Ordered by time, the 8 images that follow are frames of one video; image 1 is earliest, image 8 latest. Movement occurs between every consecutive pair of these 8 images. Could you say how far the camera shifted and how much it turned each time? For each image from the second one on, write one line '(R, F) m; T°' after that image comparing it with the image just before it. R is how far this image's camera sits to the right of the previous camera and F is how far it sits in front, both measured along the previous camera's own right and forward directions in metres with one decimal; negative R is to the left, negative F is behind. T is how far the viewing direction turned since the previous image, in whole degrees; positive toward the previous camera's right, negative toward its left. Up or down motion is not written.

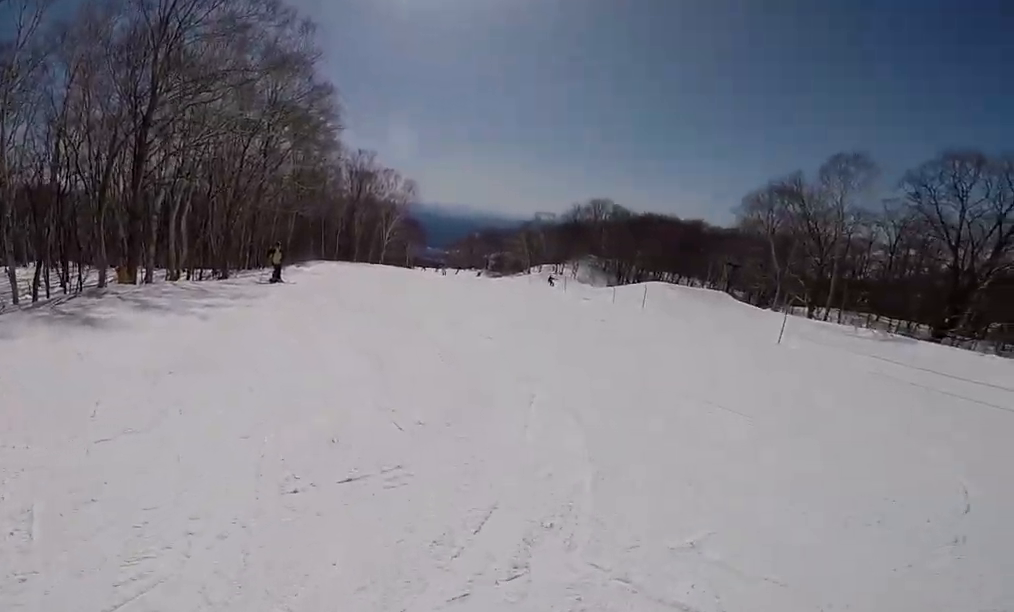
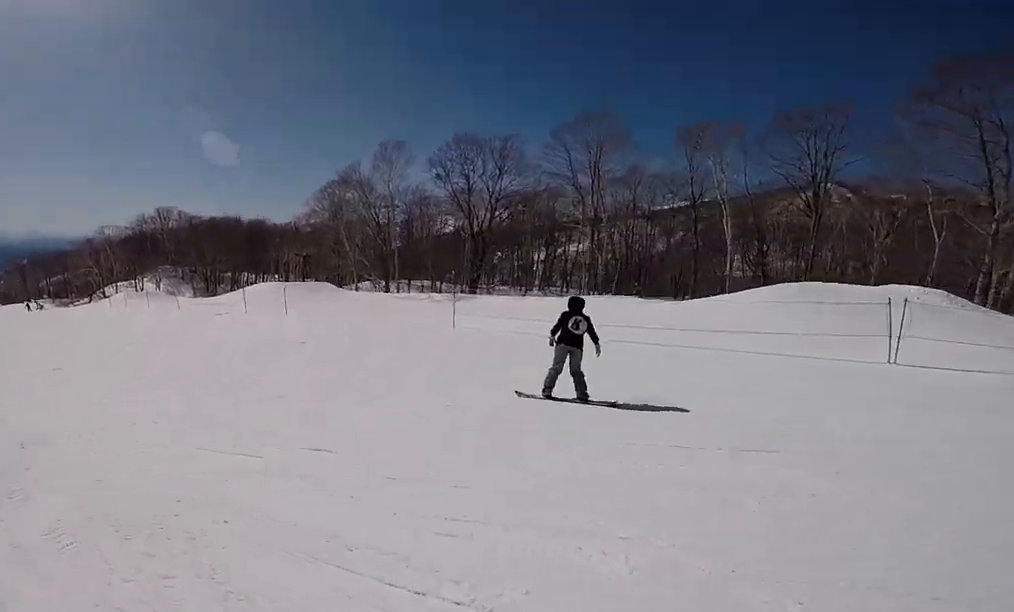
(+1.8, +6.0) m; +16°
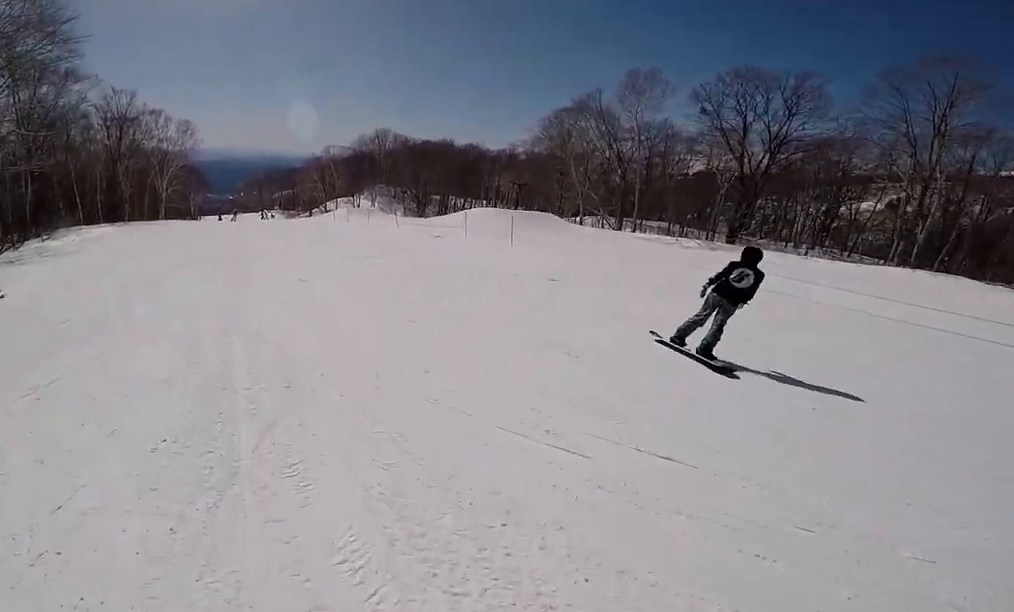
(-0.5, +1.6) m; +2°
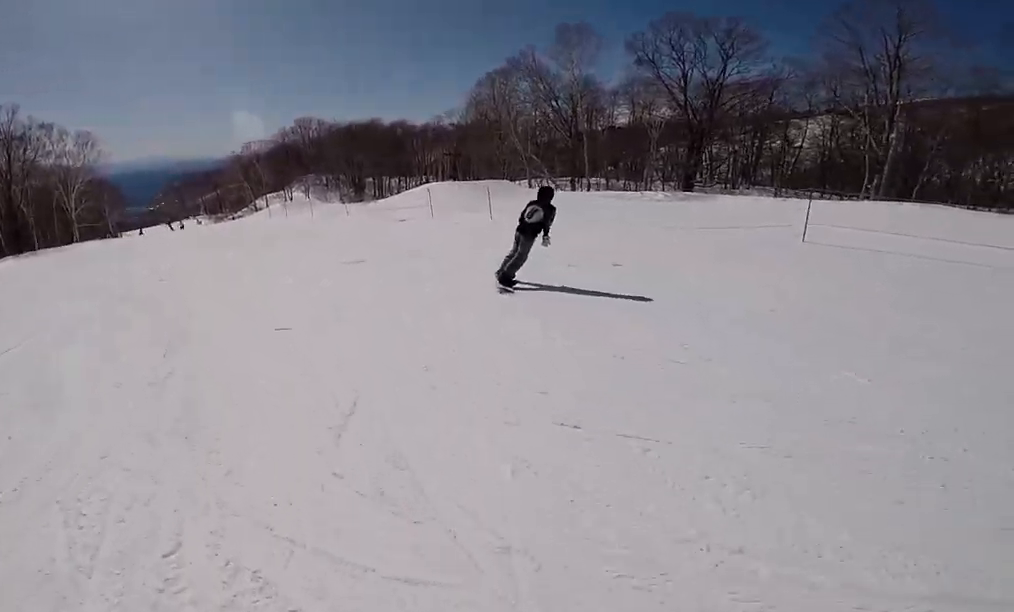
(+0.9, +3.5) m; +15°
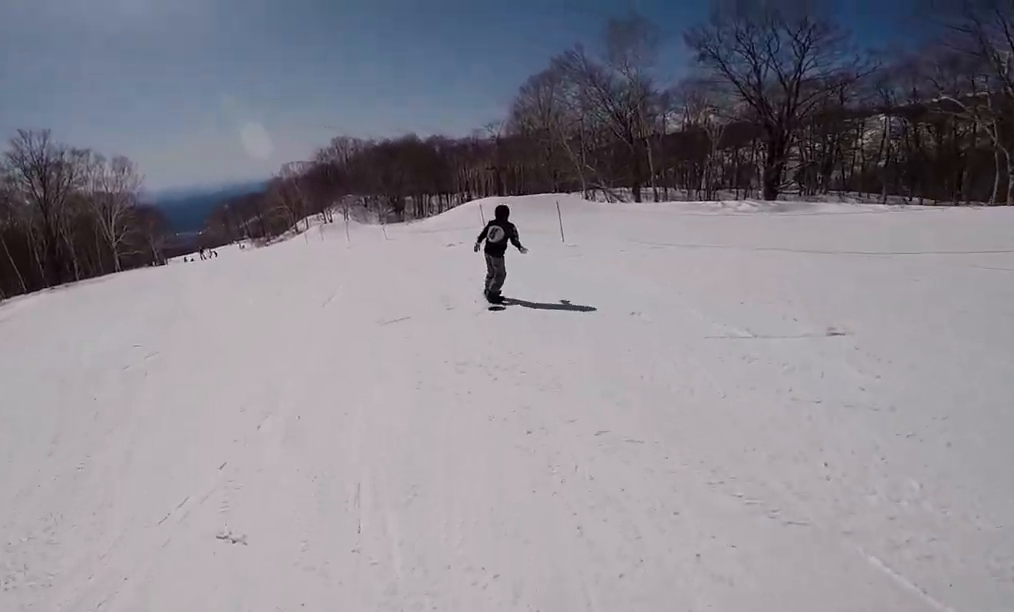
(+0.3, +3.6) m; -6°
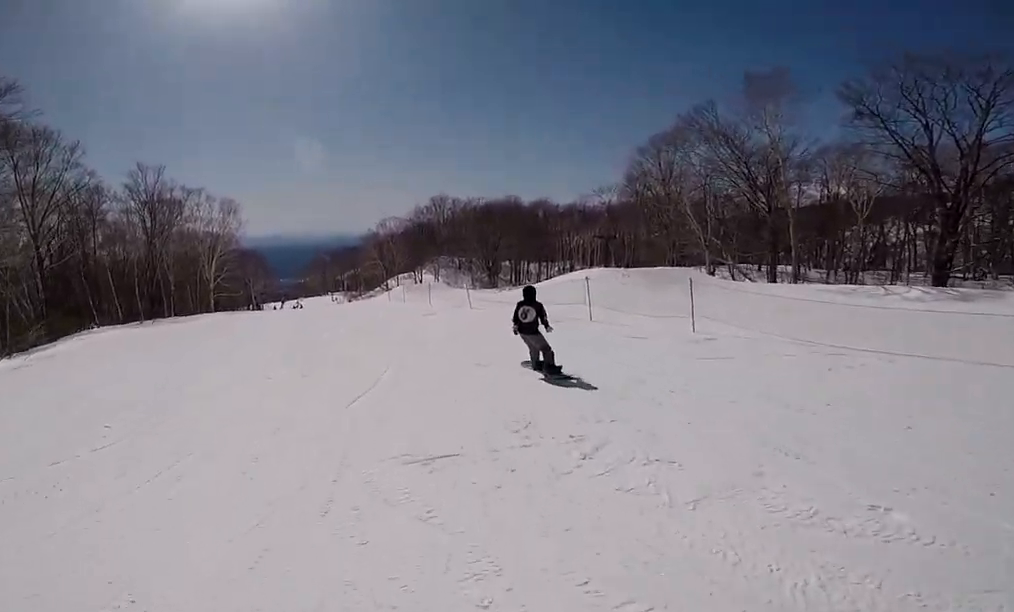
(-0.1, +2.8) m; -11°
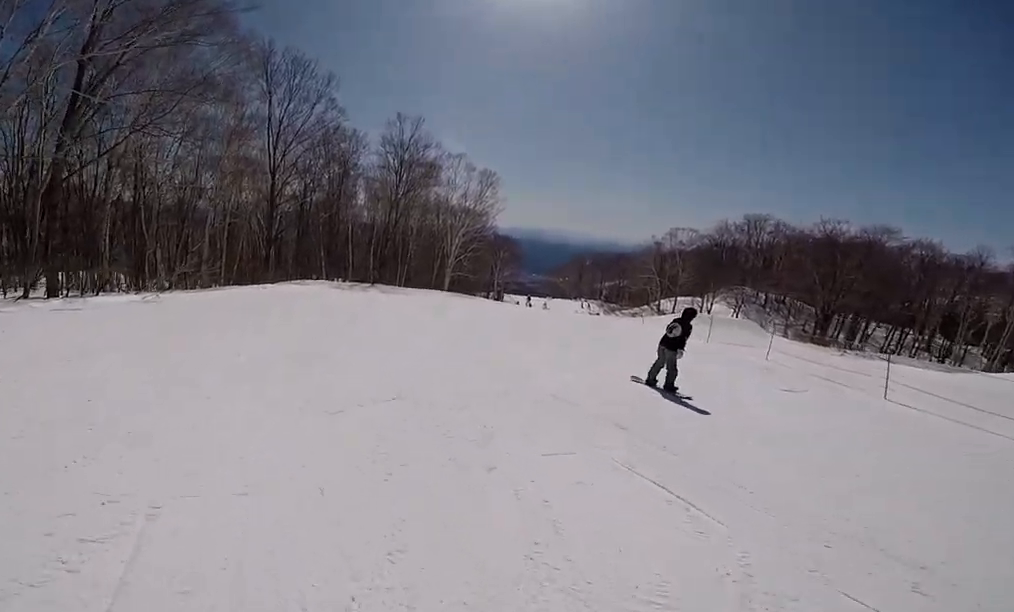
(-3.0, +8.7) m; -24°
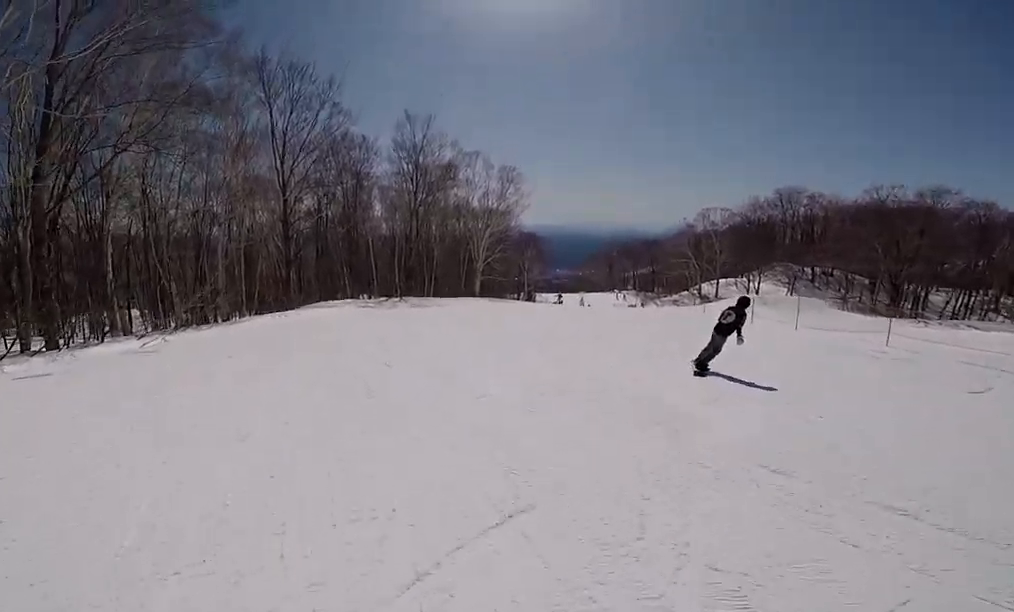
(-0.6, +2.6) m; +11°
